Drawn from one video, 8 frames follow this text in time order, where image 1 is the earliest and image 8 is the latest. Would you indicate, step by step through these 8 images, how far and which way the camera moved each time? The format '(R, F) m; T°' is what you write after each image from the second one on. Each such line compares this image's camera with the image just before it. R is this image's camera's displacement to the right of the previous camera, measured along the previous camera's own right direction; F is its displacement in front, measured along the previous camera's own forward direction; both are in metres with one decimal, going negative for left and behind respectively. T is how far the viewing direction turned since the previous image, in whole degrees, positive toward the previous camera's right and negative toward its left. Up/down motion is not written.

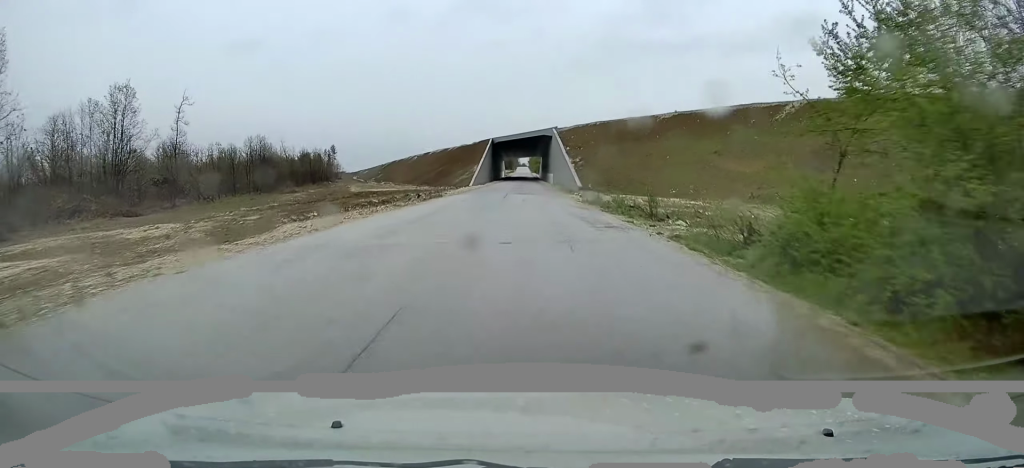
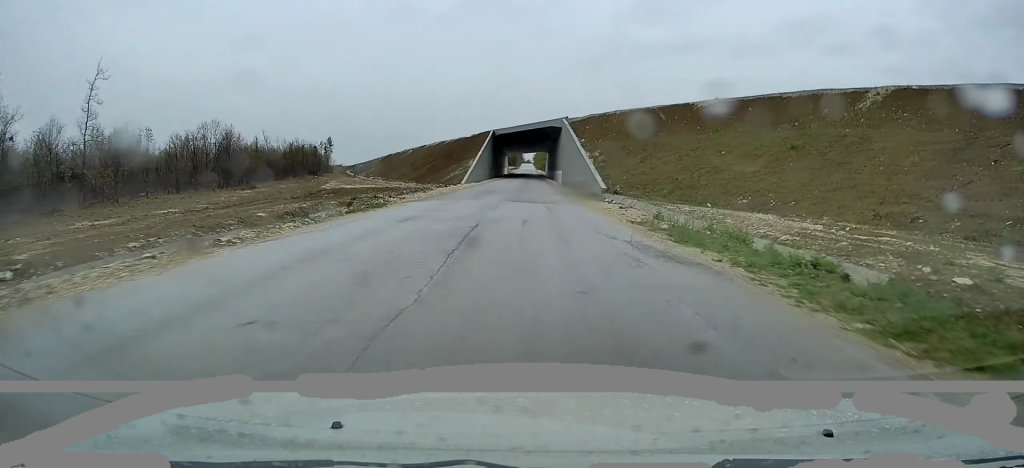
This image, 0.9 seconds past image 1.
(+0.1, +16.9) m; -1°
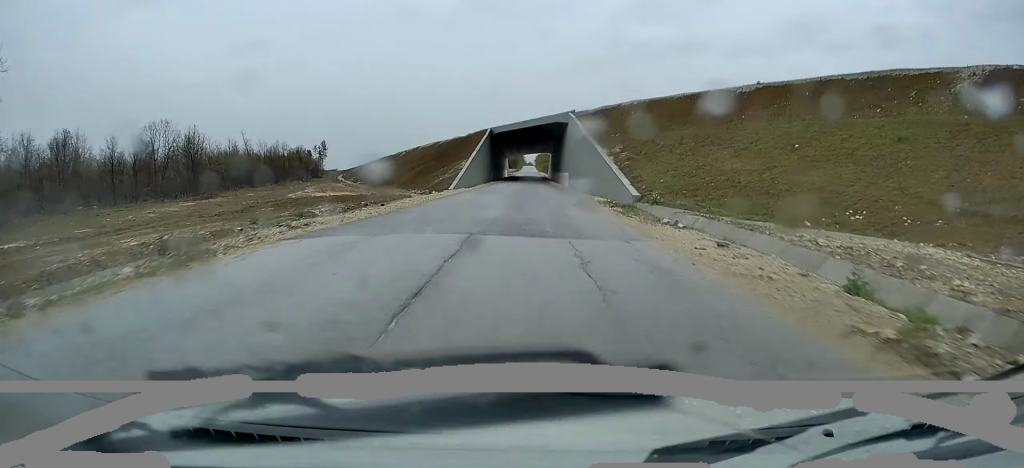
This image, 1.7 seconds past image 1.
(-0.2, +13.2) m; 0°
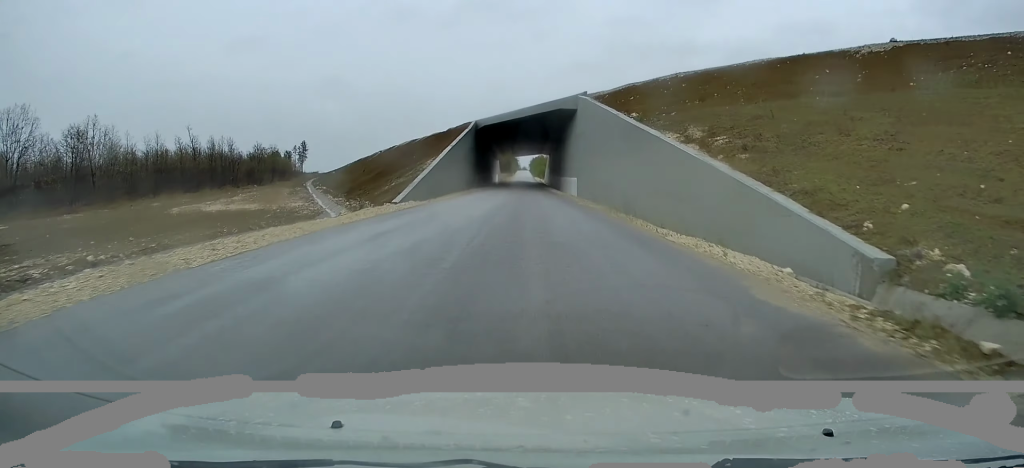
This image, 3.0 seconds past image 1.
(+0.1, +24.1) m; +1°
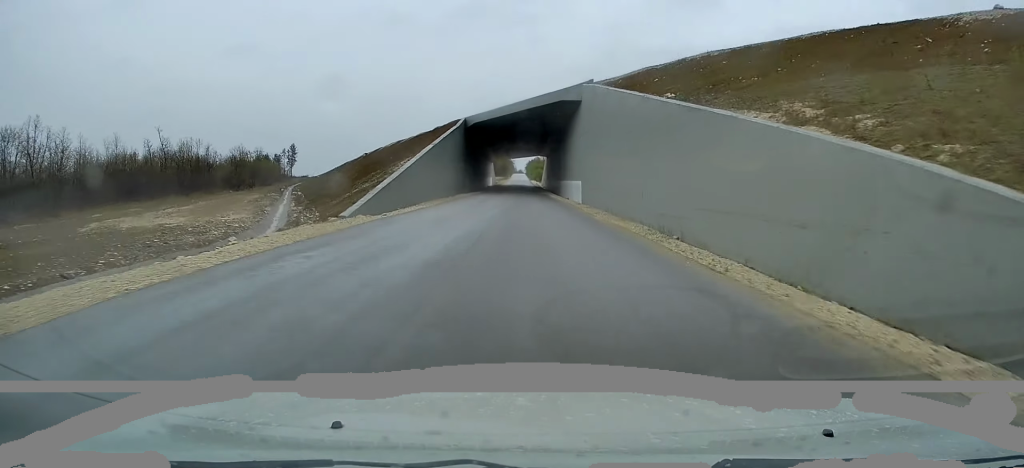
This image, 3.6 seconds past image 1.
(+0.1, +10.2) m; 0°
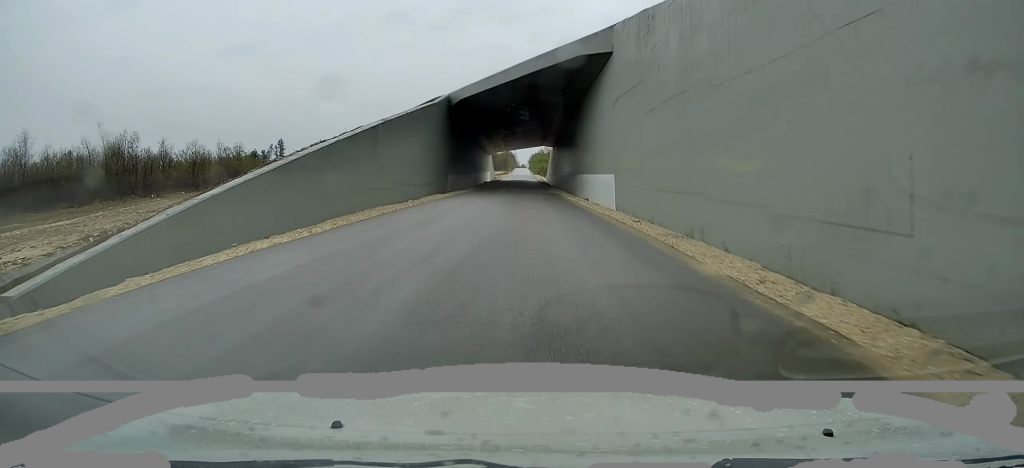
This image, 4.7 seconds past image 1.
(0.0, +20.0) m; 0°
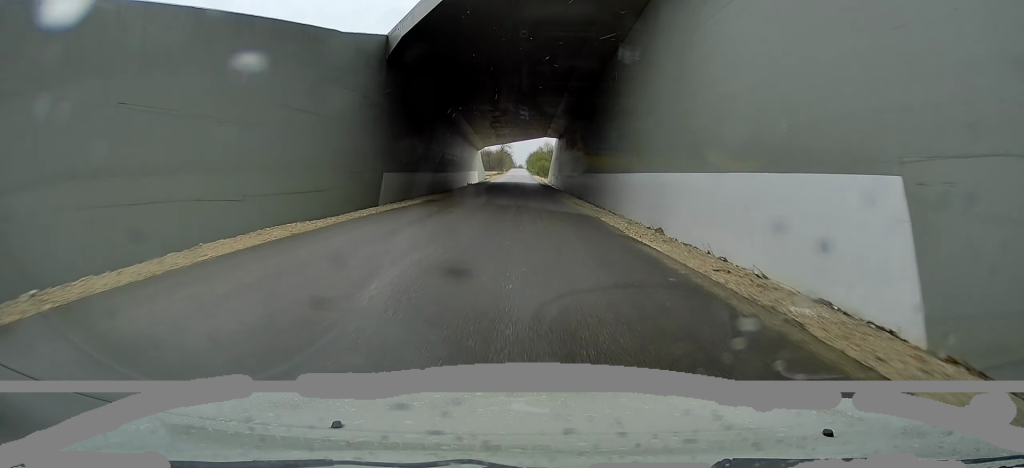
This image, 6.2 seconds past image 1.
(-0.1, +28.6) m; +1°
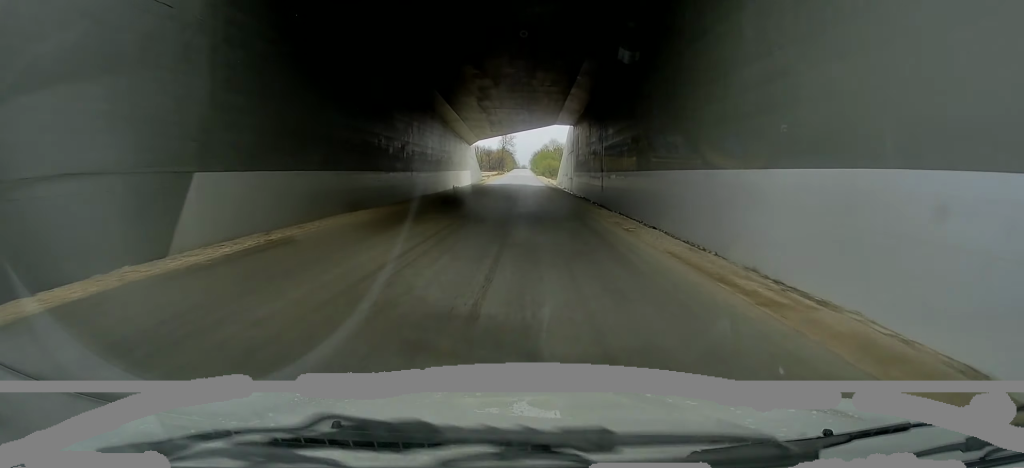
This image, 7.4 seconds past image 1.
(+0.3, +22.2) m; 0°
